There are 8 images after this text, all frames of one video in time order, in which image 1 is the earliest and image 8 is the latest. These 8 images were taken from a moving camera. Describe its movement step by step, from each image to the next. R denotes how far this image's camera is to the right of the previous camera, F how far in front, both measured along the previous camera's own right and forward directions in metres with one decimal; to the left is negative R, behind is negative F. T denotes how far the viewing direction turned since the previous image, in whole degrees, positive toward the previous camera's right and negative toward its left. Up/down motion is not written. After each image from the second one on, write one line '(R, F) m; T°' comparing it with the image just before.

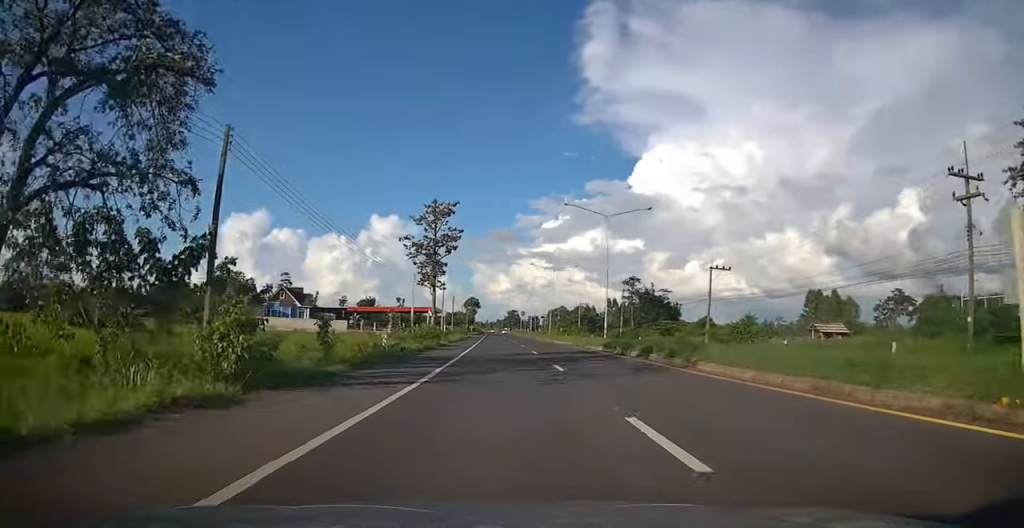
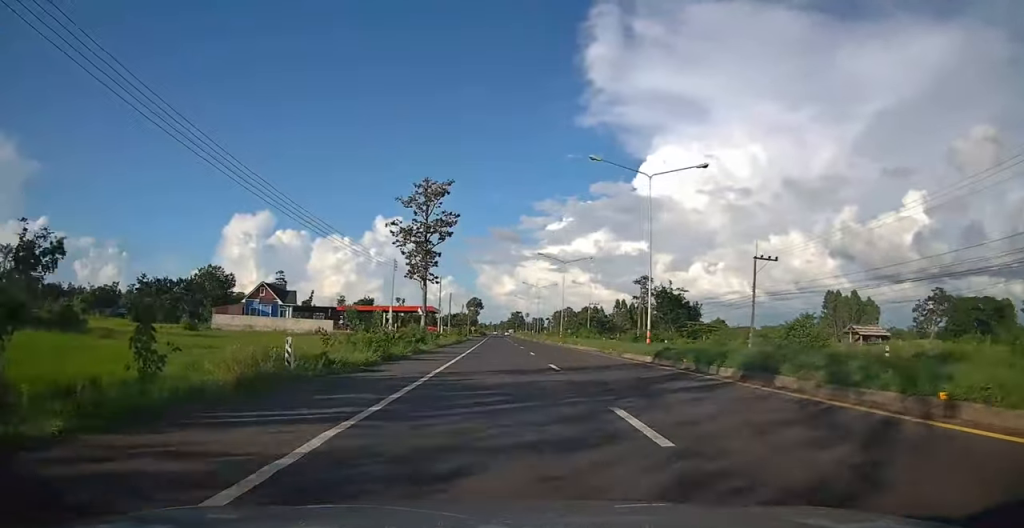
(0.0, +11.0) m; 0°
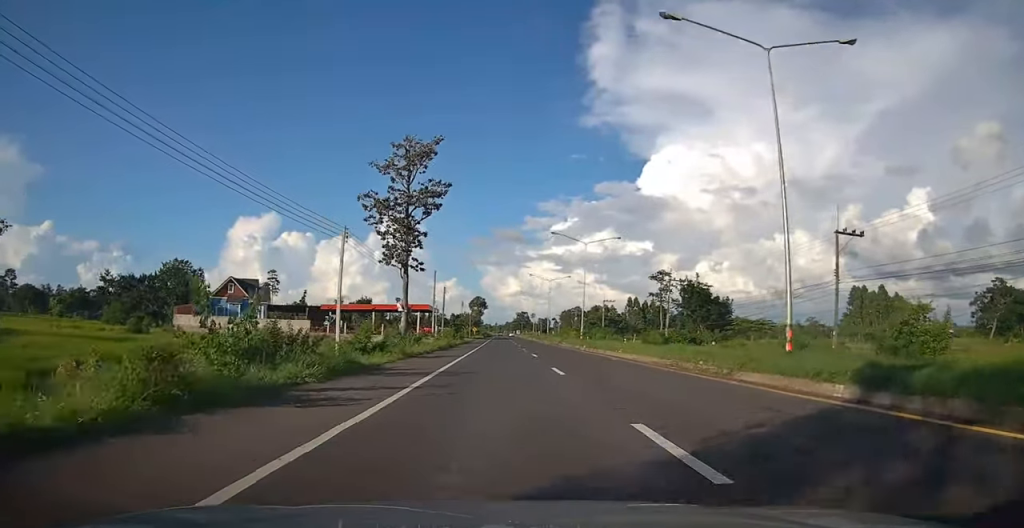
(0.0, +13.7) m; 0°
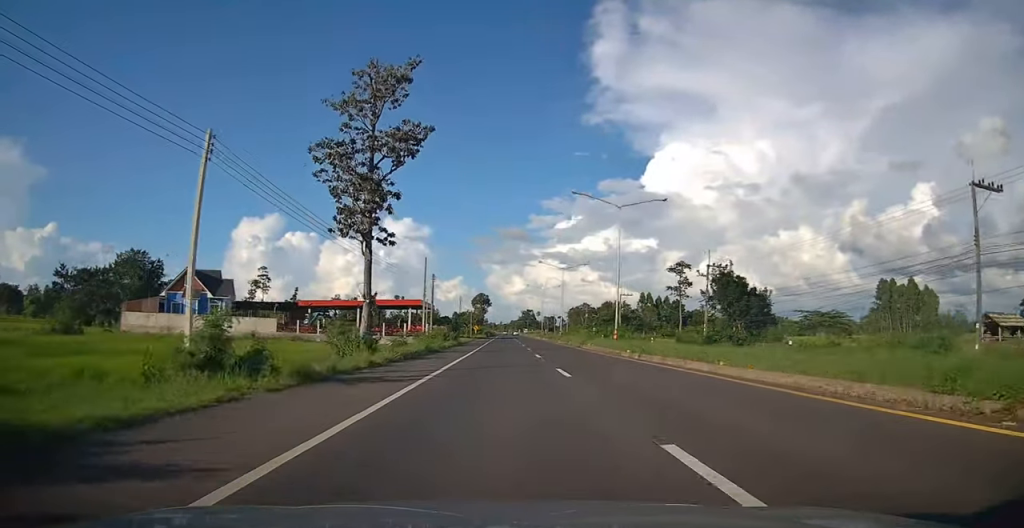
(0.0, +13.8) m; 0°
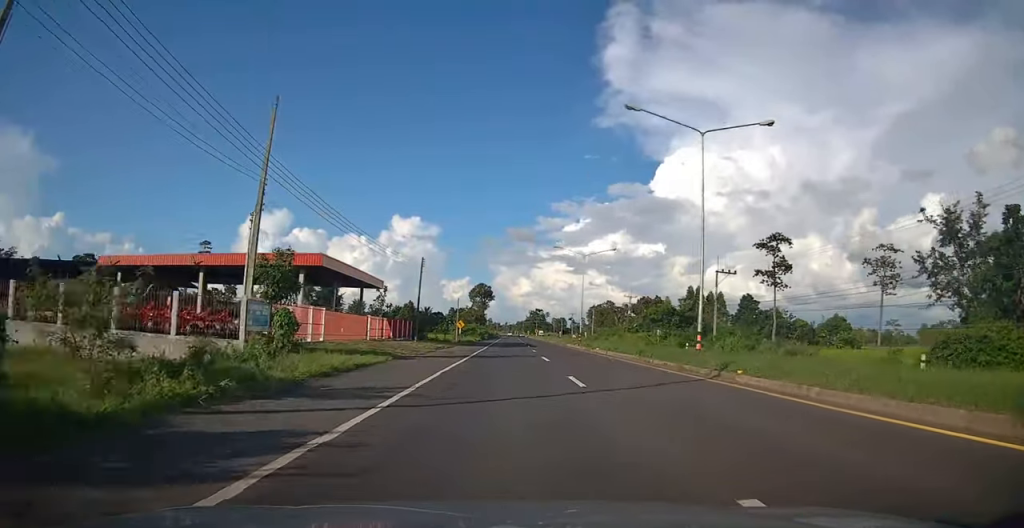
(-0.2, +49.8) m; 0°
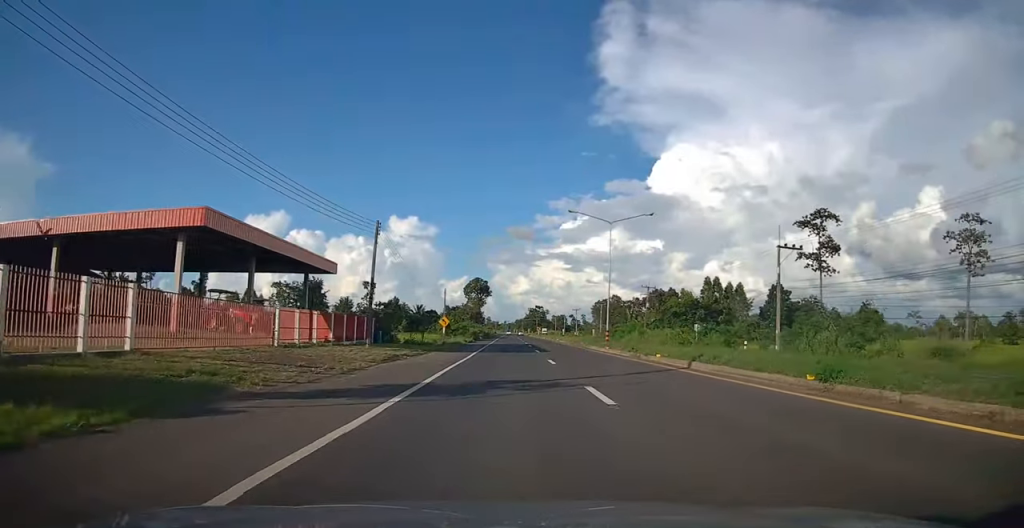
(0.0, +15.7) m; -1°
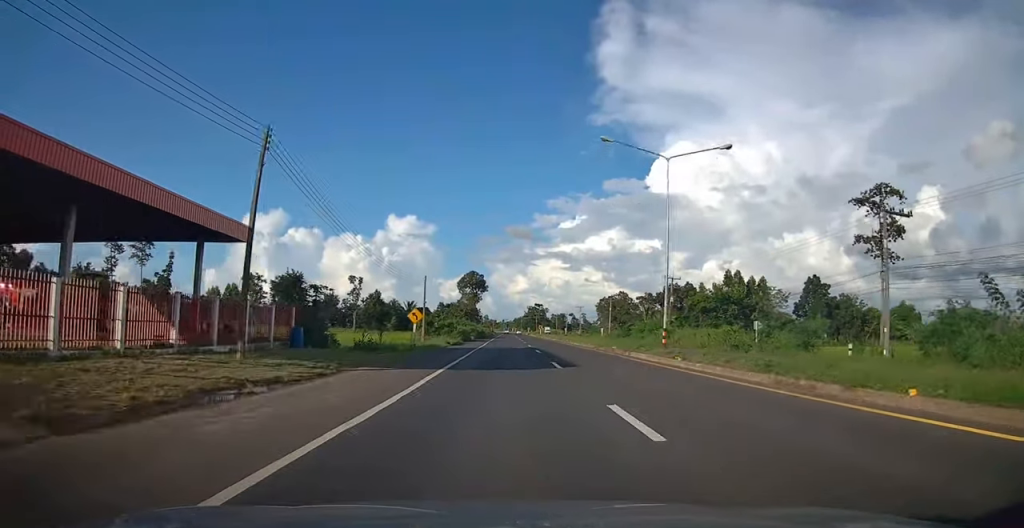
(+0.1, +15.3) m; -1°
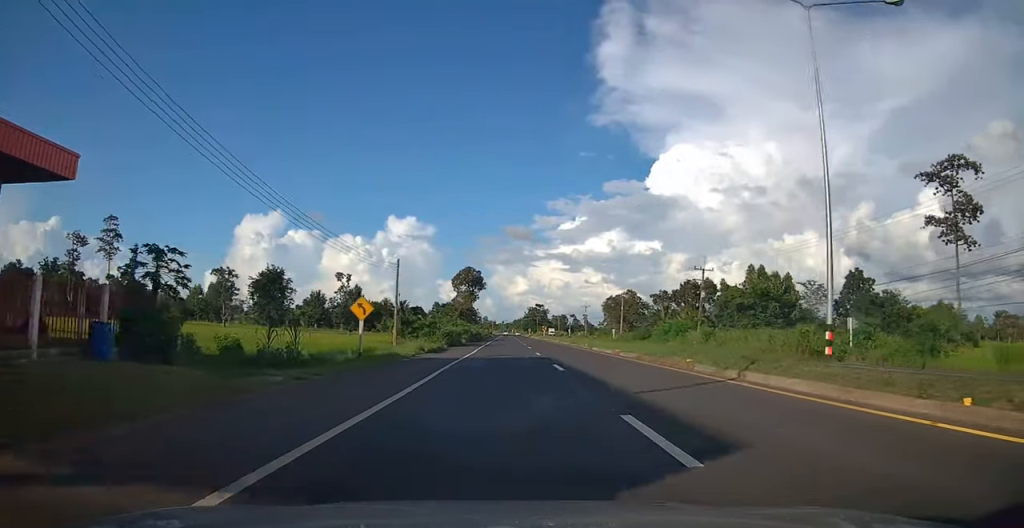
(-0.4, +13.3) m; 0°
